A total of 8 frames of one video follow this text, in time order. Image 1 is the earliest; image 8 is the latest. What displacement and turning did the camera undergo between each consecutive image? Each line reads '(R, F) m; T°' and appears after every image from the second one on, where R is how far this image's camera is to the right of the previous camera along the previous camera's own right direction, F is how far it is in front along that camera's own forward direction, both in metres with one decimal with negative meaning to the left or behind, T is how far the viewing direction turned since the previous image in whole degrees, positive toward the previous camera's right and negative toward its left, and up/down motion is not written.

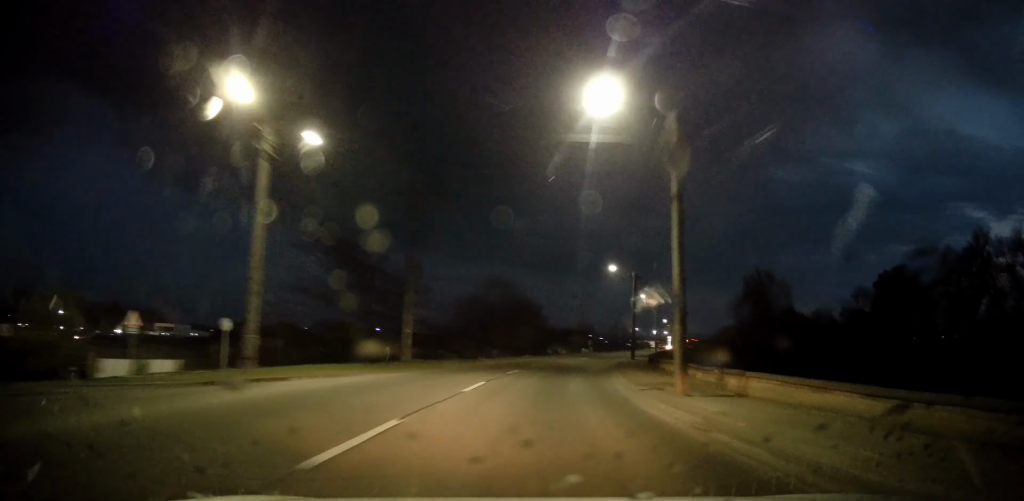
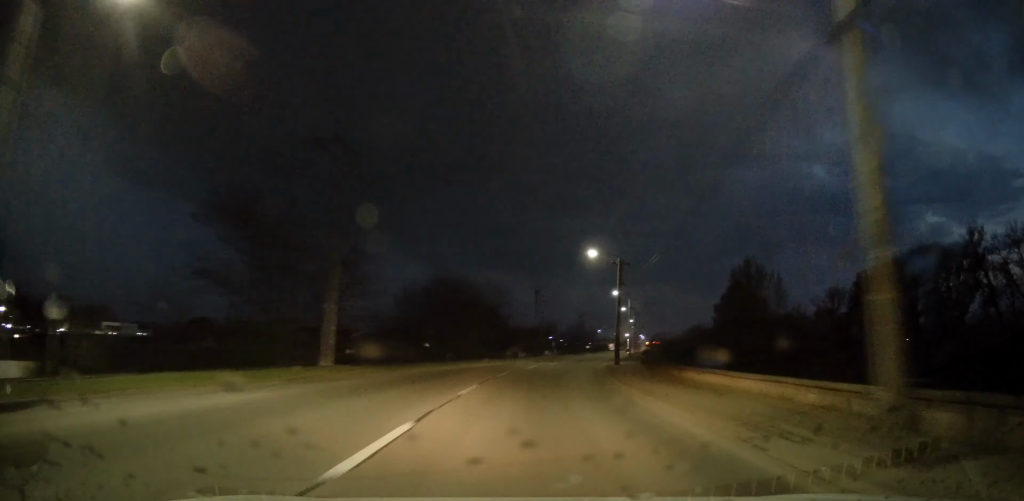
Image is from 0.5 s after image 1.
(+0.6, +9.2) m; +5°
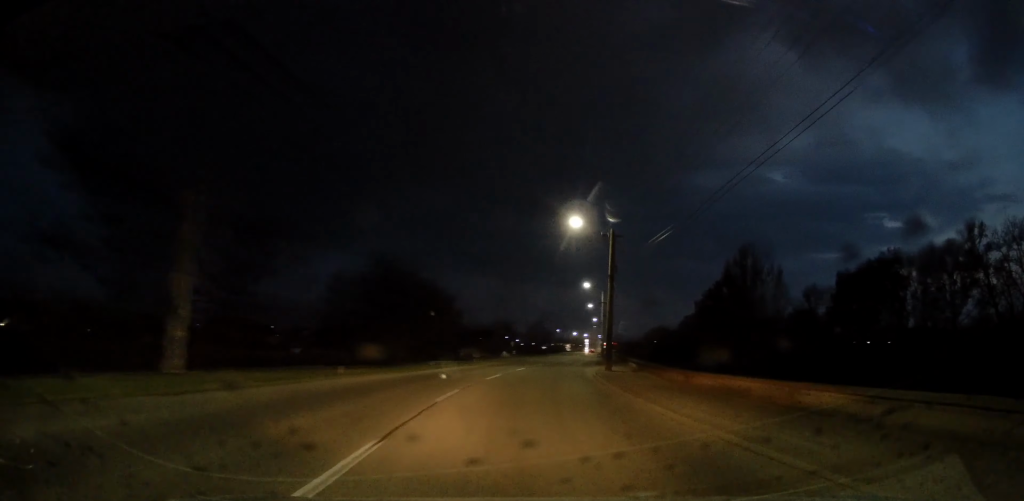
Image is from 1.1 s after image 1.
(+0.2, +10.4) m; +5°
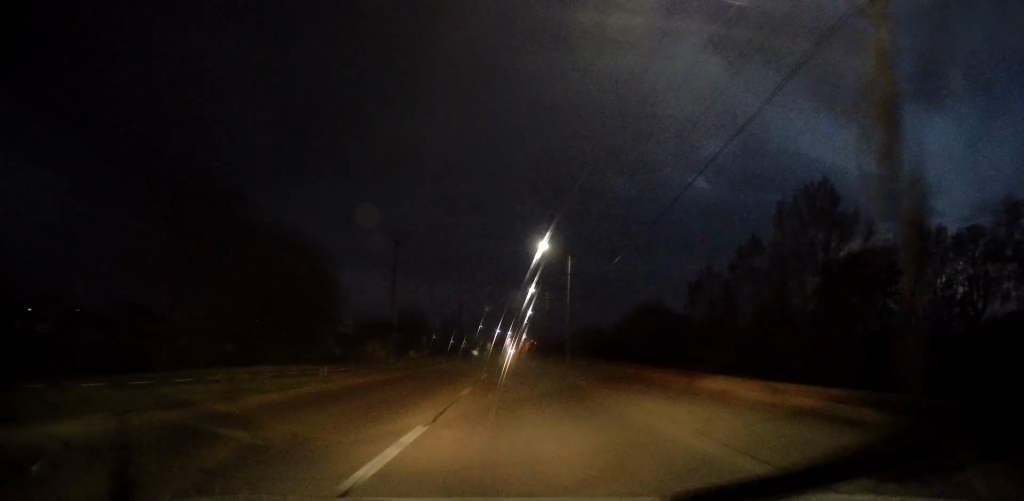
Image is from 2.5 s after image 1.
(+2.6, +24.7) m; +9°
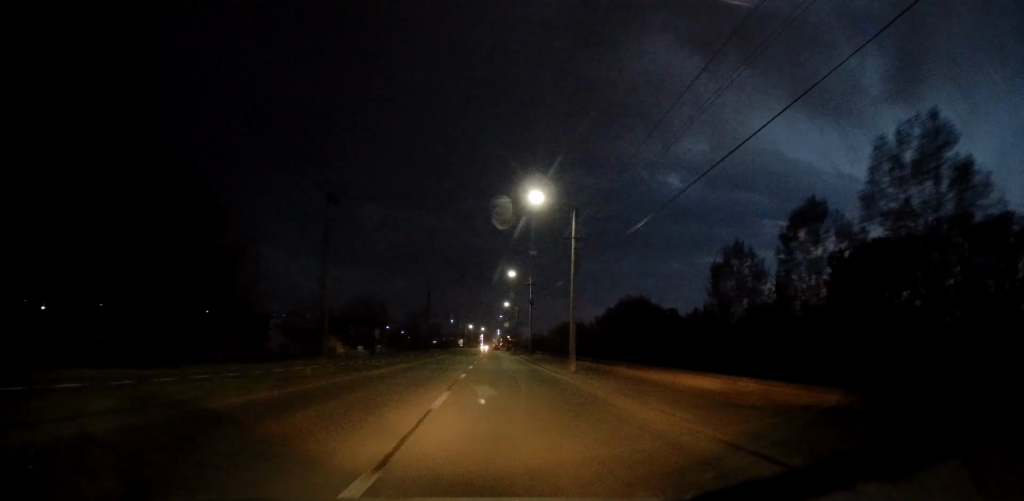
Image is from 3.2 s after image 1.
(+0.3, +12.1) m; +3°
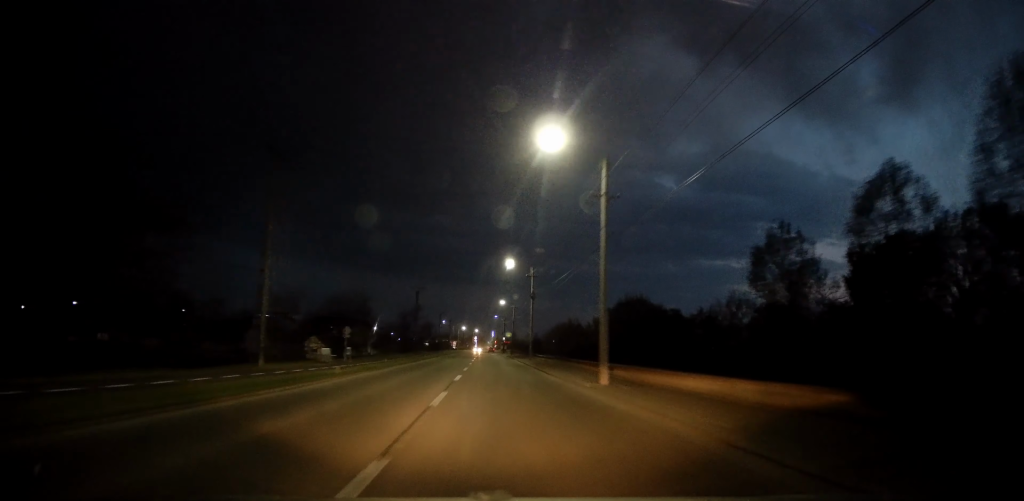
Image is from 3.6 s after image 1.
(+0.2, +8.1) m; +1°
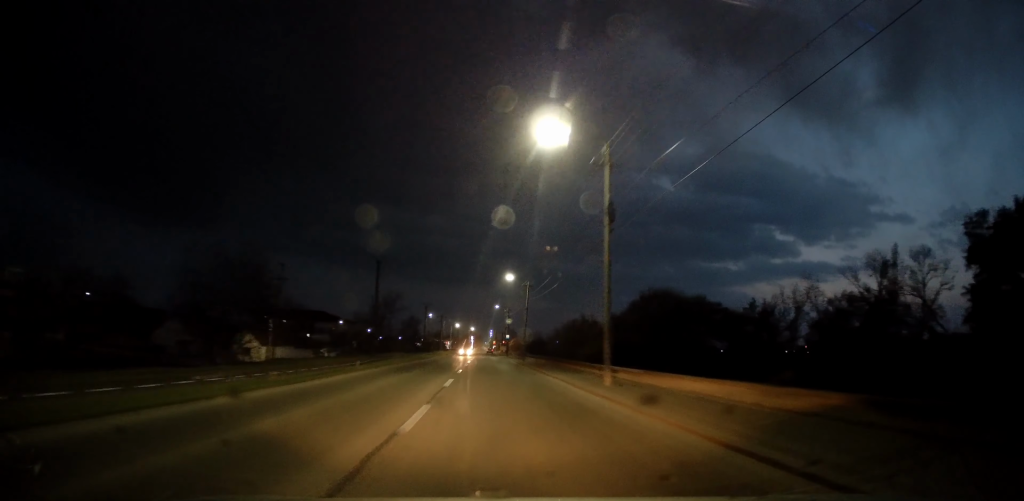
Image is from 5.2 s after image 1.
(+0.8, +29.6) m; +2°
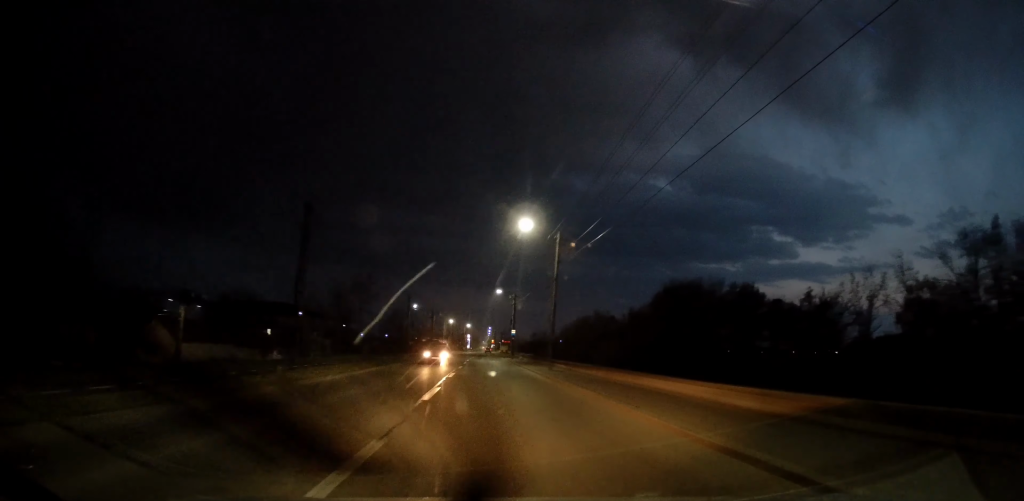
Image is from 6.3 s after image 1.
(-0.1, +22.9) m; 0°
